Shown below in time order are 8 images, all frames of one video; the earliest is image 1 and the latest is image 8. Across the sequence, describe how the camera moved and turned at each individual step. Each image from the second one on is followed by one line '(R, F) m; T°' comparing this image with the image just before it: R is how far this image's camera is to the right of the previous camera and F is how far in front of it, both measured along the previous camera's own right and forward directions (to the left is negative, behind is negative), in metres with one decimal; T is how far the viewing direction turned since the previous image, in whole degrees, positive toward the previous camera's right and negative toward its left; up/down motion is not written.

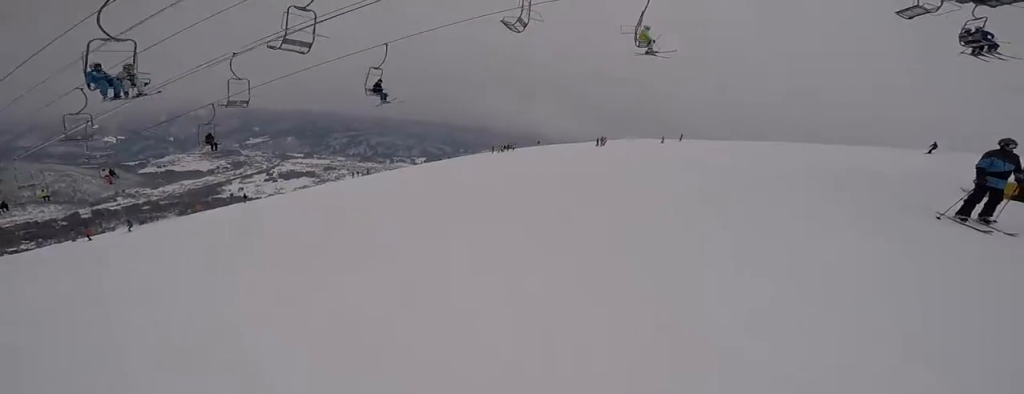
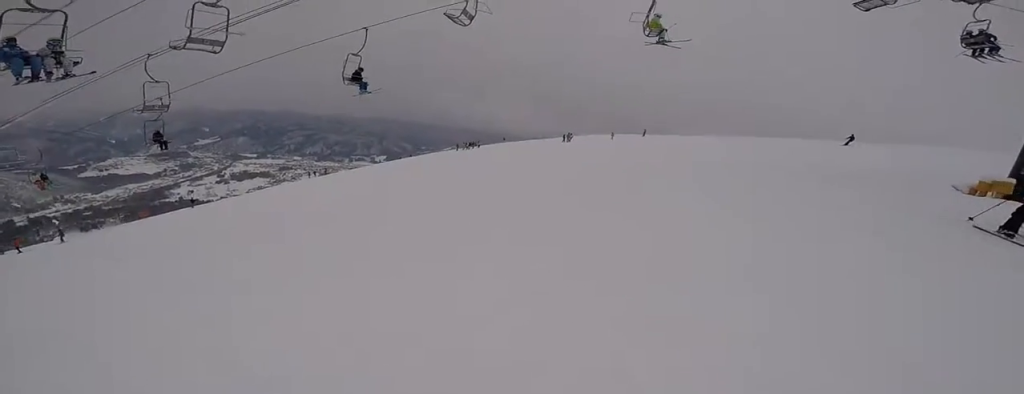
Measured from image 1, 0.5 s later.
(0.0, +1.3) m; 0°
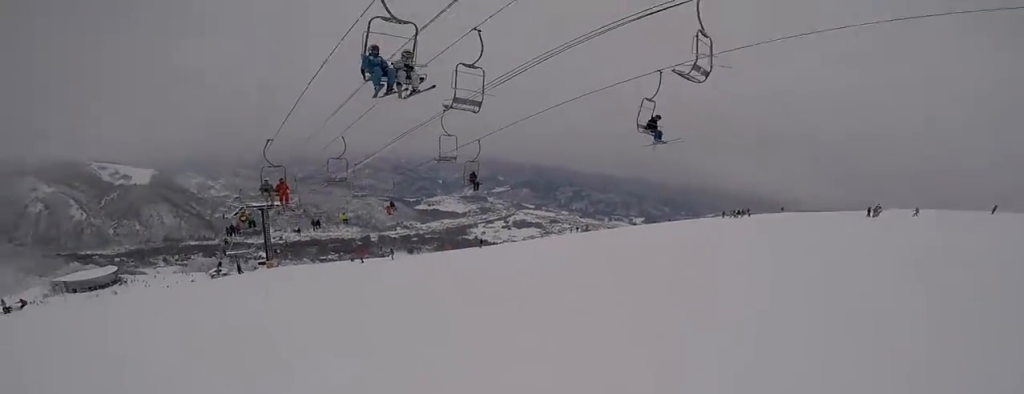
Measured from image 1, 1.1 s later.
(0.0, +1.6) m; 0°
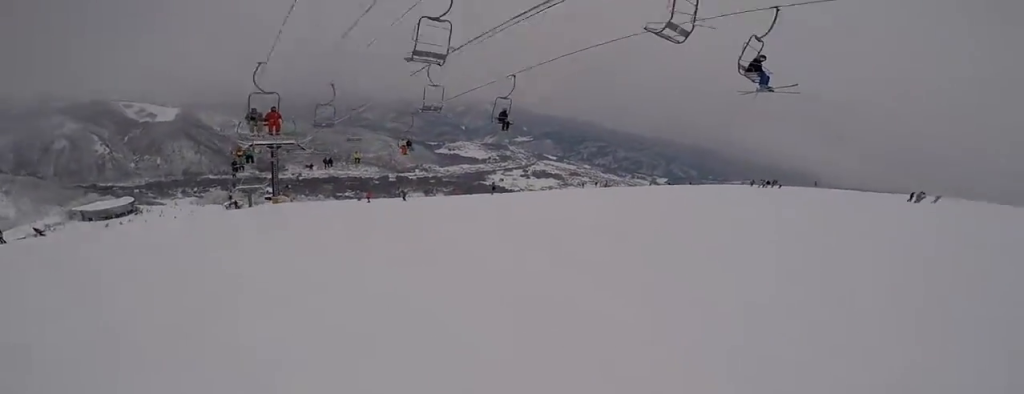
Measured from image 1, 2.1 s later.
(0.0, +2.7) m; -2°
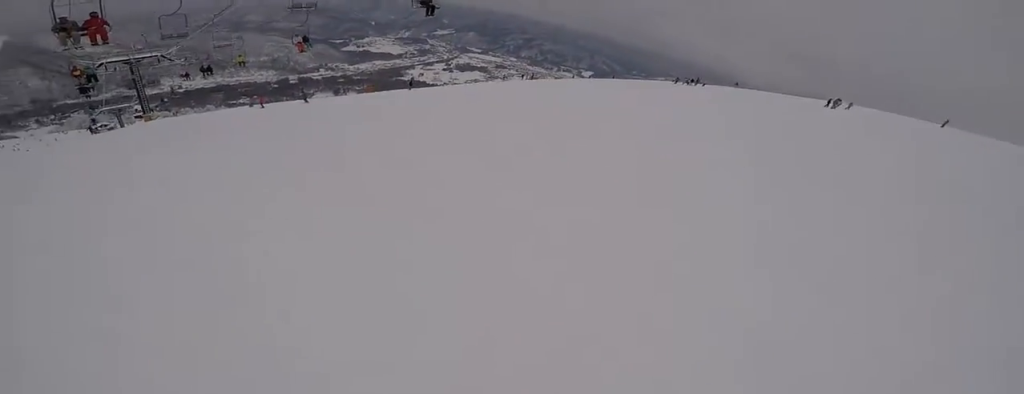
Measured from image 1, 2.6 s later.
(+0.1, +1.6) m; -8°
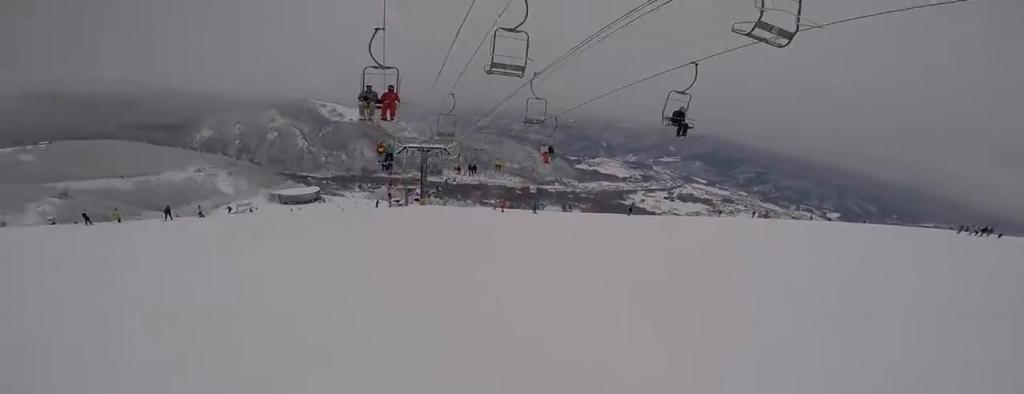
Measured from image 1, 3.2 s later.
(-0.1, +1.7) m; -17°
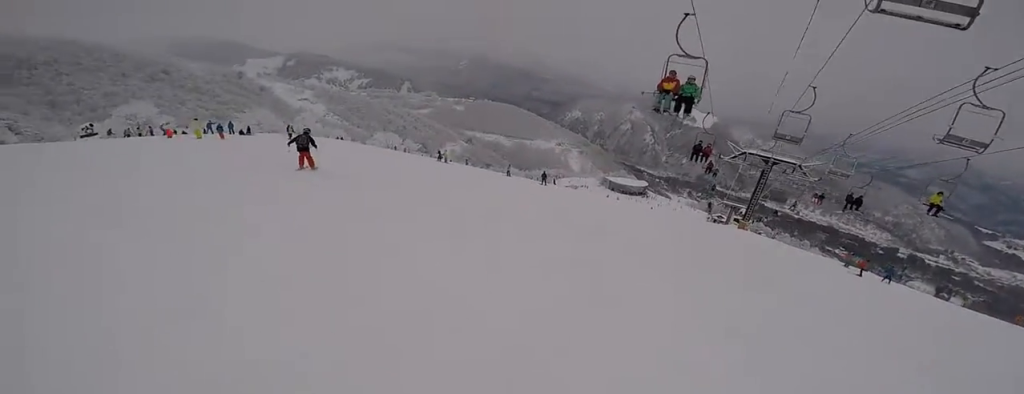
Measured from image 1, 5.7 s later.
(-4.6, +8.3) m; -42°
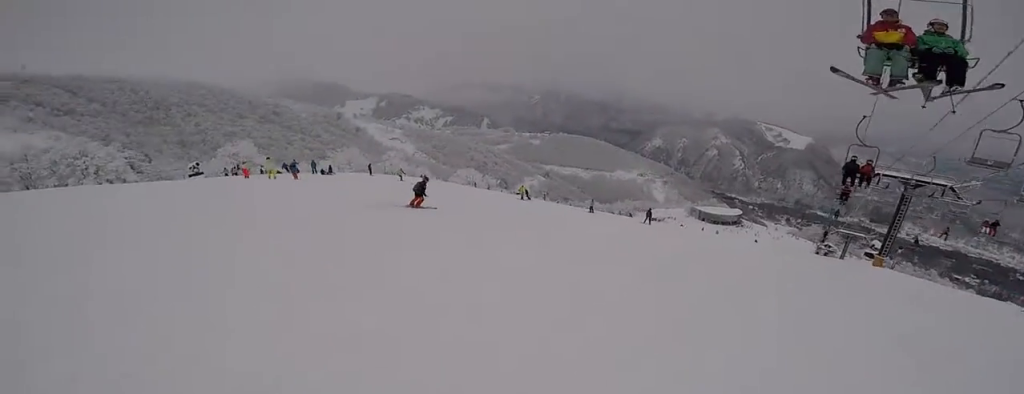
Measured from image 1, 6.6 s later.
(-0.7, +3.8) m; -13°
